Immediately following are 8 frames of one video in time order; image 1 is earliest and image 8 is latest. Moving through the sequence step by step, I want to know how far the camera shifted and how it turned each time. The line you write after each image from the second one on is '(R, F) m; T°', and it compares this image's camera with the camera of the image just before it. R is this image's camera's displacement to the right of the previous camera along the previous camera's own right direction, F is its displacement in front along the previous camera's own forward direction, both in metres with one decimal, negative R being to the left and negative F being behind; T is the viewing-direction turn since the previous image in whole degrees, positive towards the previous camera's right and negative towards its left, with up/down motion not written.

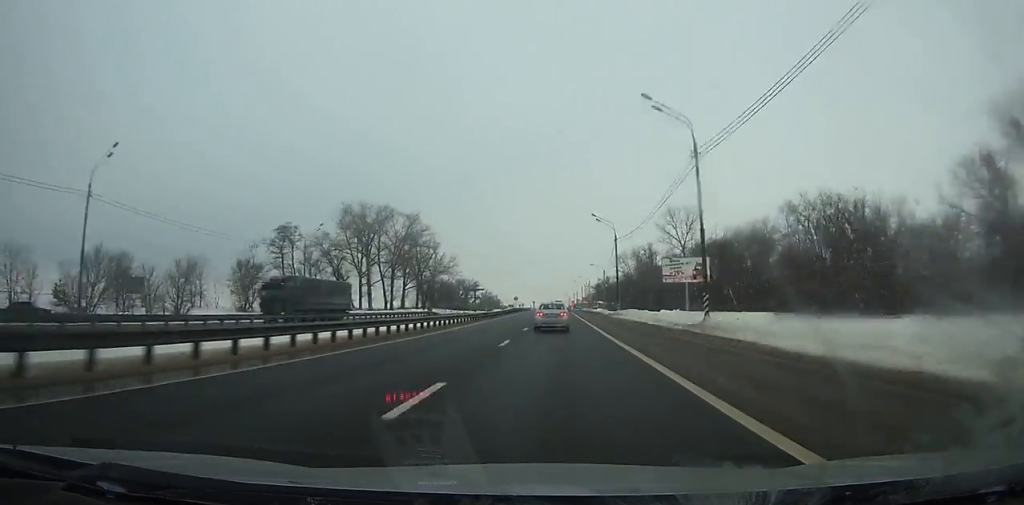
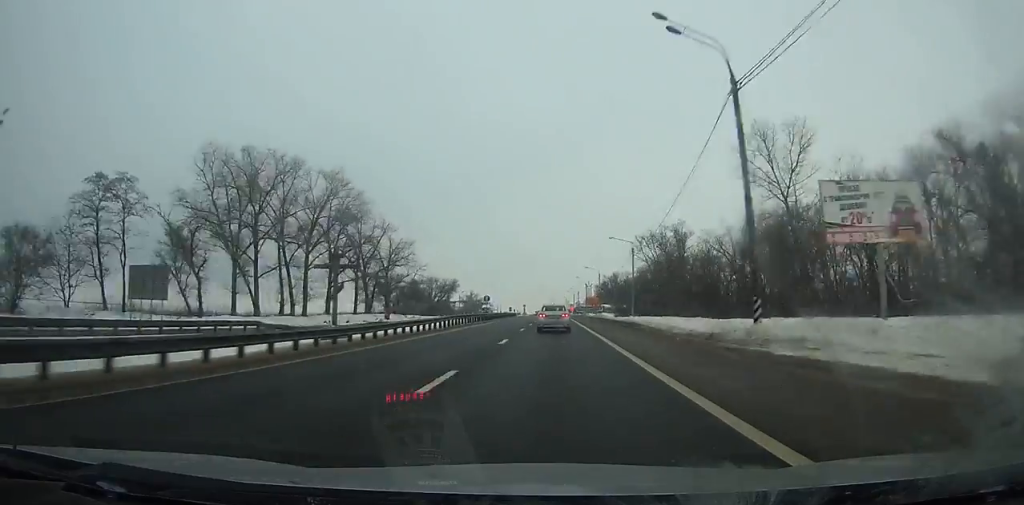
(-0.1, +44.5) m; 0°
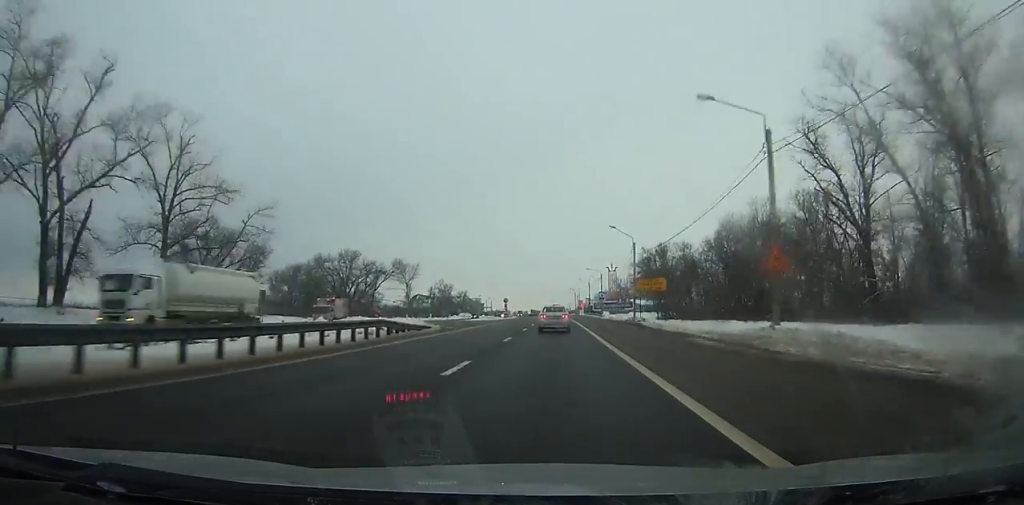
(-0.1, +80.8) m; 0°
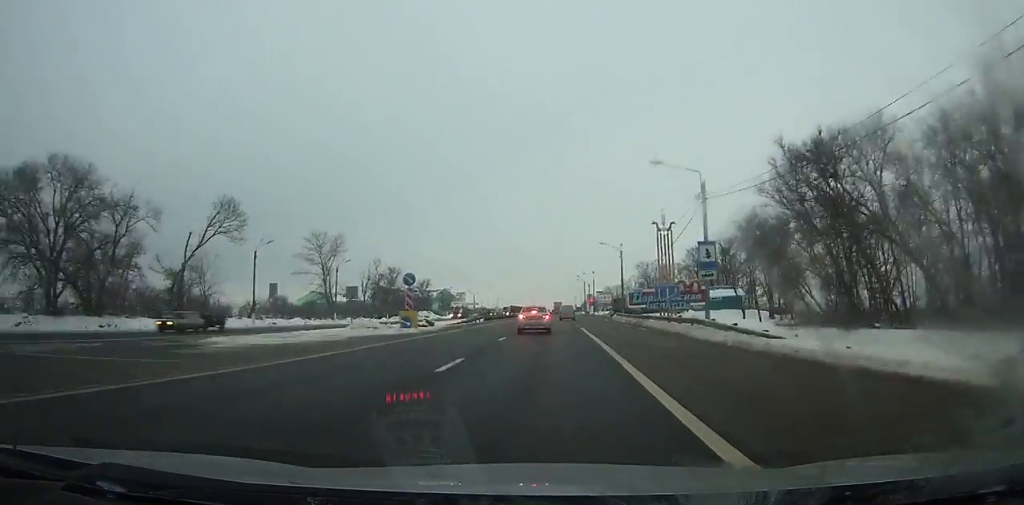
(0.0, +69.8) m; 0°
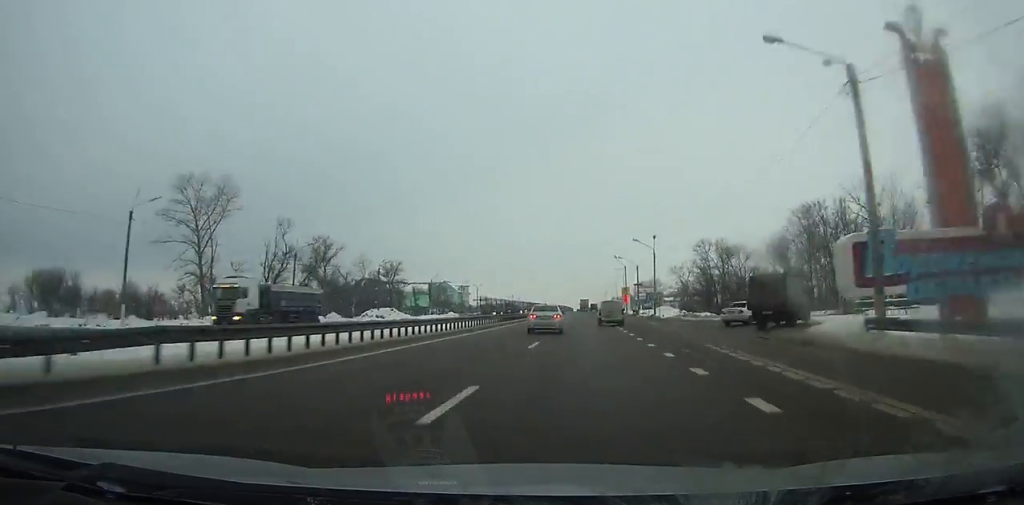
(-0.1, +52.7) m; -1°
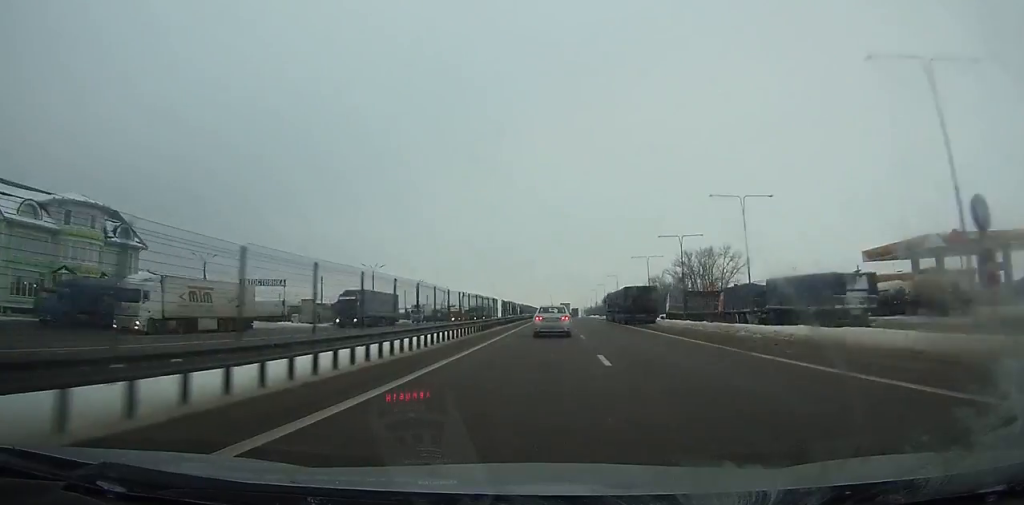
(+0.5, +186.7) m; +1°
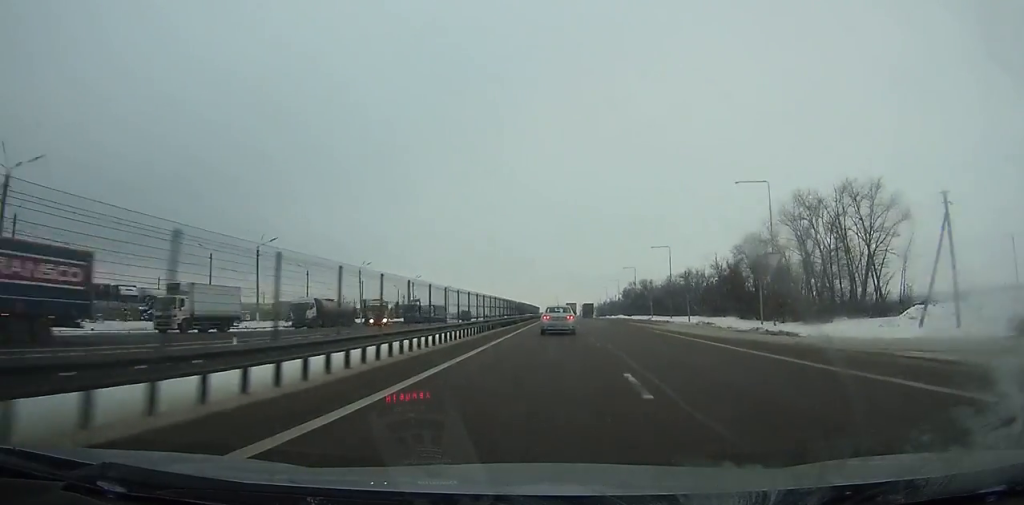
(-0.3, +77.6) m; 0°
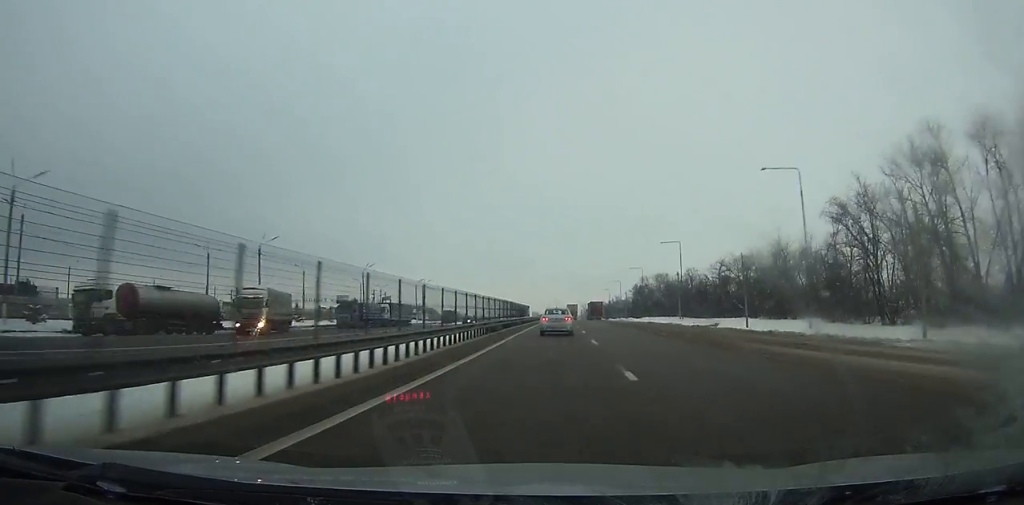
(-0.1, +32.9) m; 0°
